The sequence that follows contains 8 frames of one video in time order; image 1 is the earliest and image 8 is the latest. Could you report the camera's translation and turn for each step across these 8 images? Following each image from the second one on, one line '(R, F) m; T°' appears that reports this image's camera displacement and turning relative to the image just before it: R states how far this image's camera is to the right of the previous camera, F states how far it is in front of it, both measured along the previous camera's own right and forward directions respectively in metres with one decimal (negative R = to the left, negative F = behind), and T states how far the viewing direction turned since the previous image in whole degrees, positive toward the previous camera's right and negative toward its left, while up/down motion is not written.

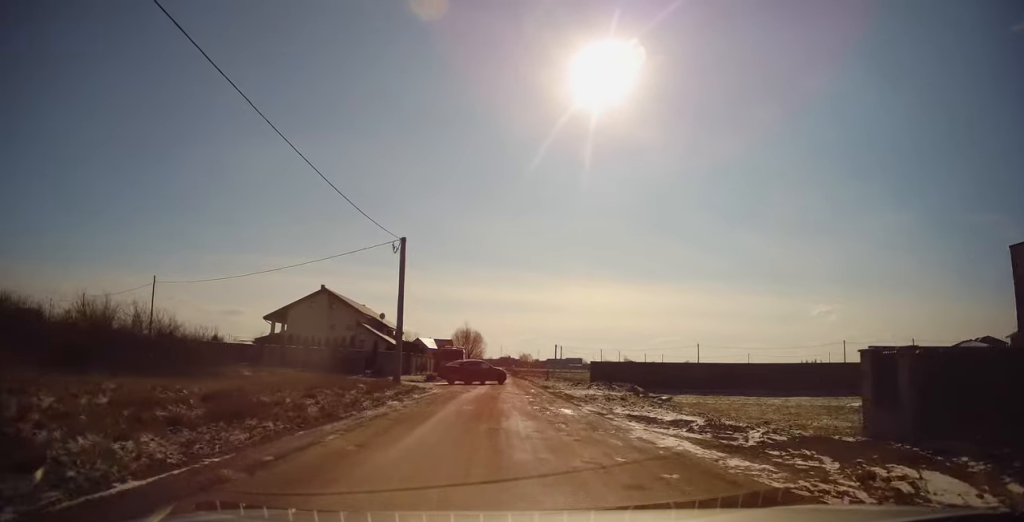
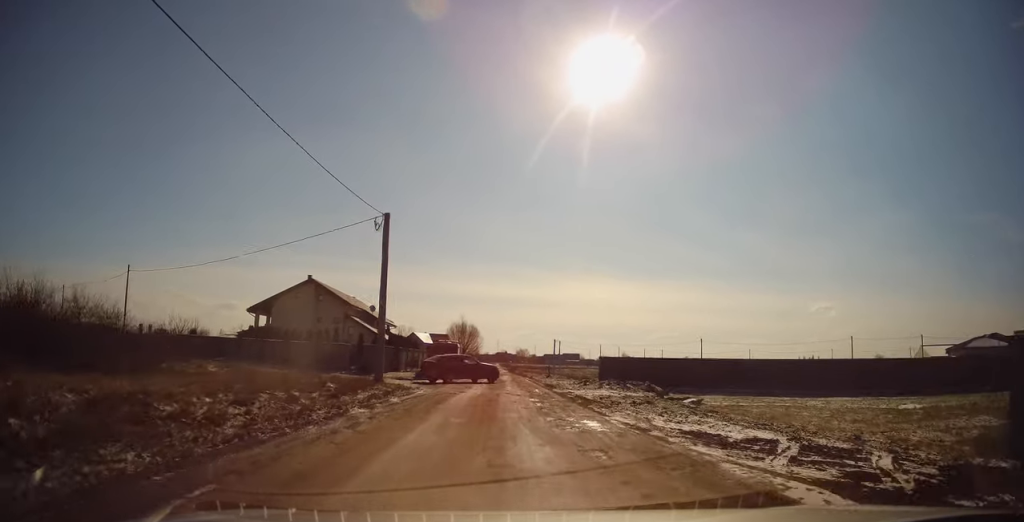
(-0.1, +4.1) m; 0°
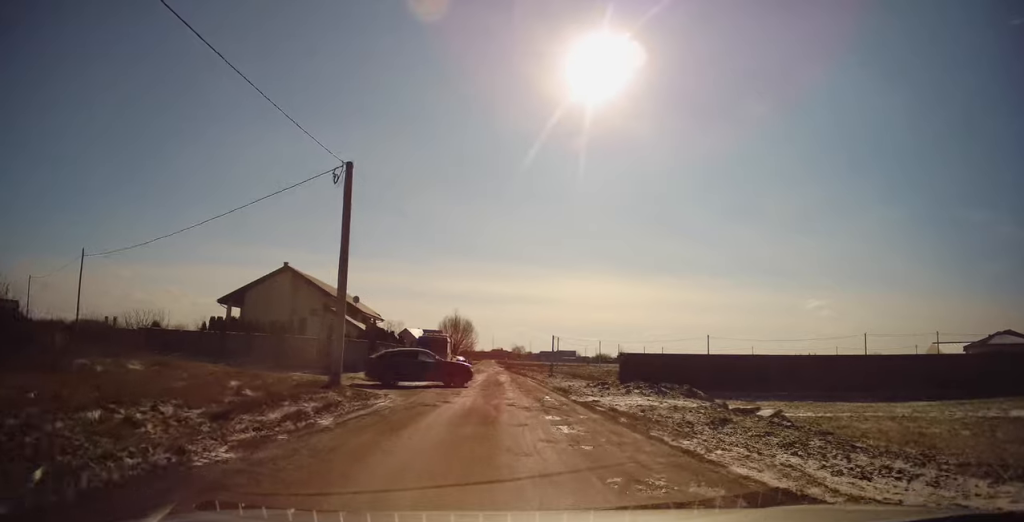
(+0.1, +6.6) m; 0°
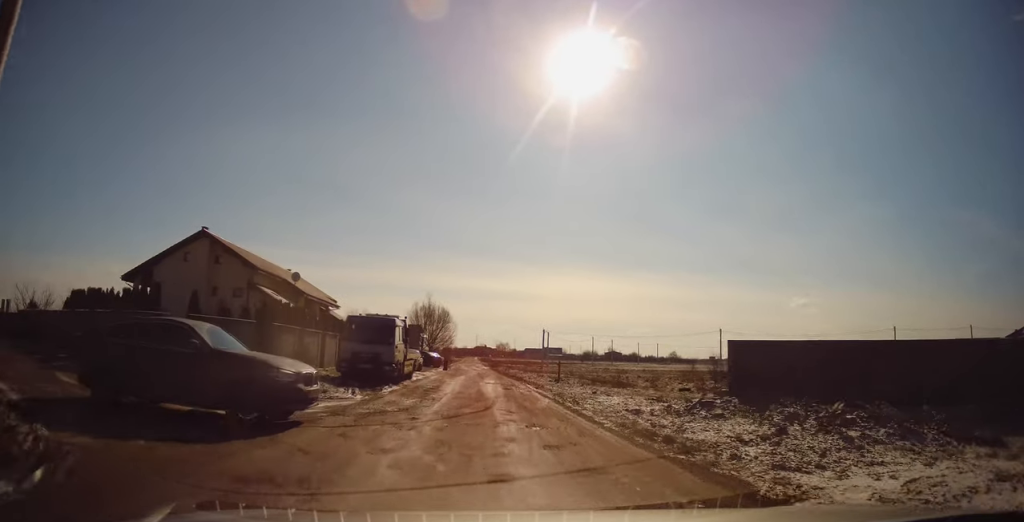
(-0.1, +14.5) m; -1°
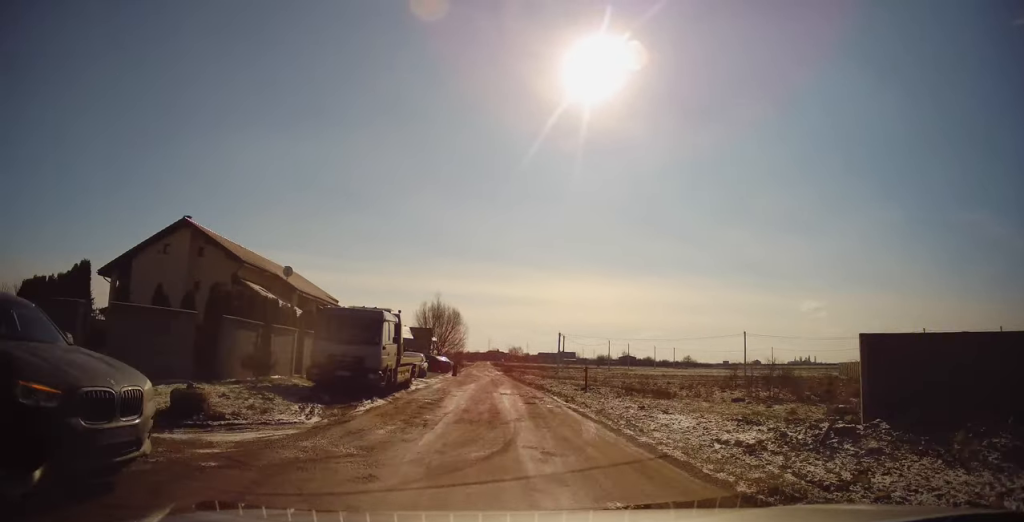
(0.0, +5.0) m; 0°
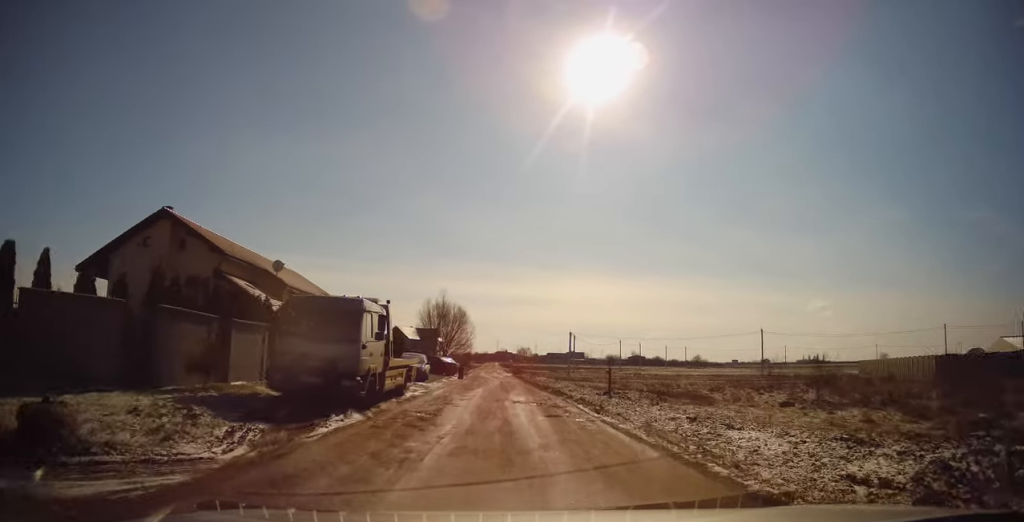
(0.0, +3.7) m; 0°
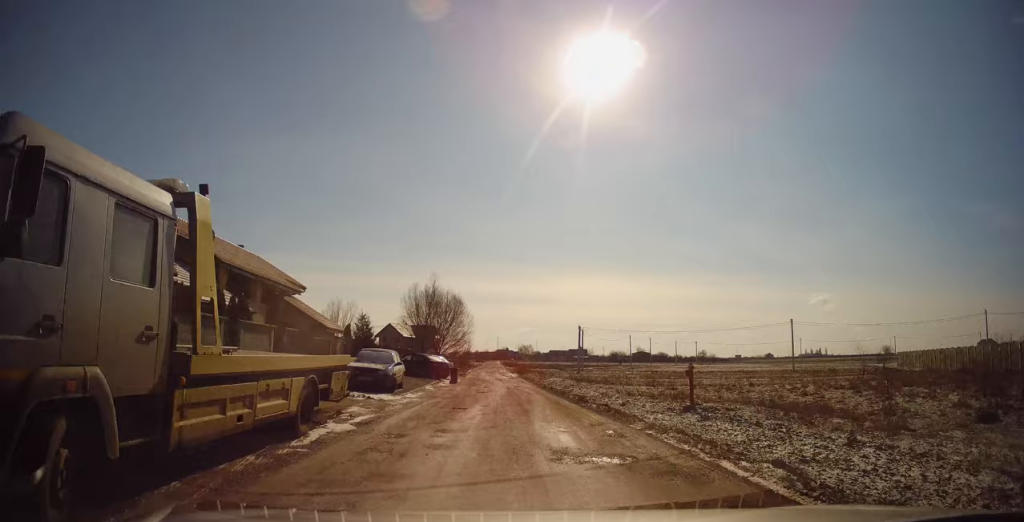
(+0.1, +10.1) m; +1°
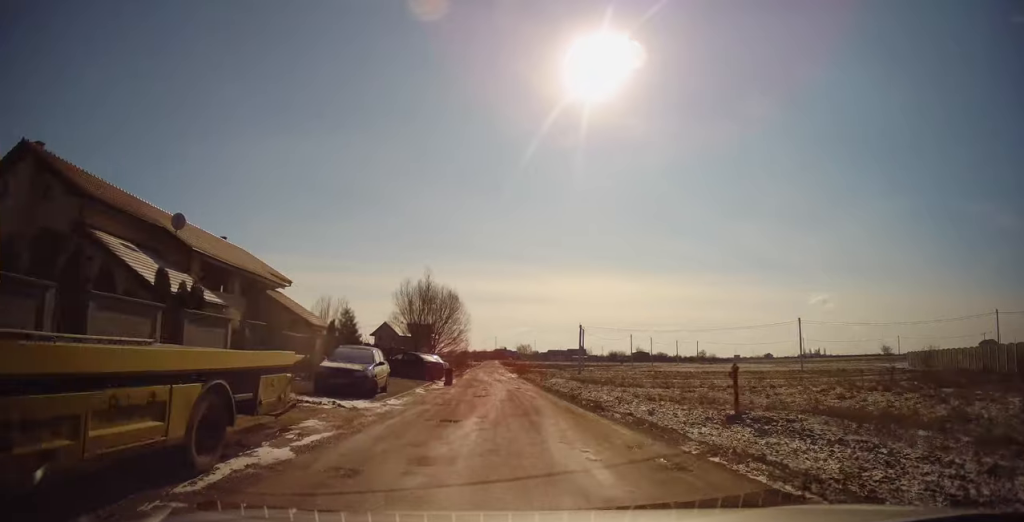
(0.0, +3.0) m; +1°
